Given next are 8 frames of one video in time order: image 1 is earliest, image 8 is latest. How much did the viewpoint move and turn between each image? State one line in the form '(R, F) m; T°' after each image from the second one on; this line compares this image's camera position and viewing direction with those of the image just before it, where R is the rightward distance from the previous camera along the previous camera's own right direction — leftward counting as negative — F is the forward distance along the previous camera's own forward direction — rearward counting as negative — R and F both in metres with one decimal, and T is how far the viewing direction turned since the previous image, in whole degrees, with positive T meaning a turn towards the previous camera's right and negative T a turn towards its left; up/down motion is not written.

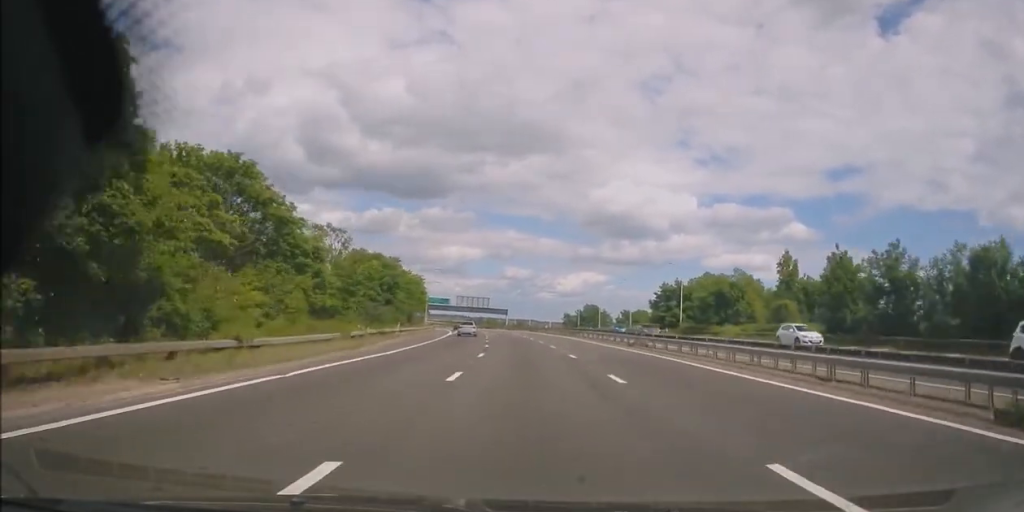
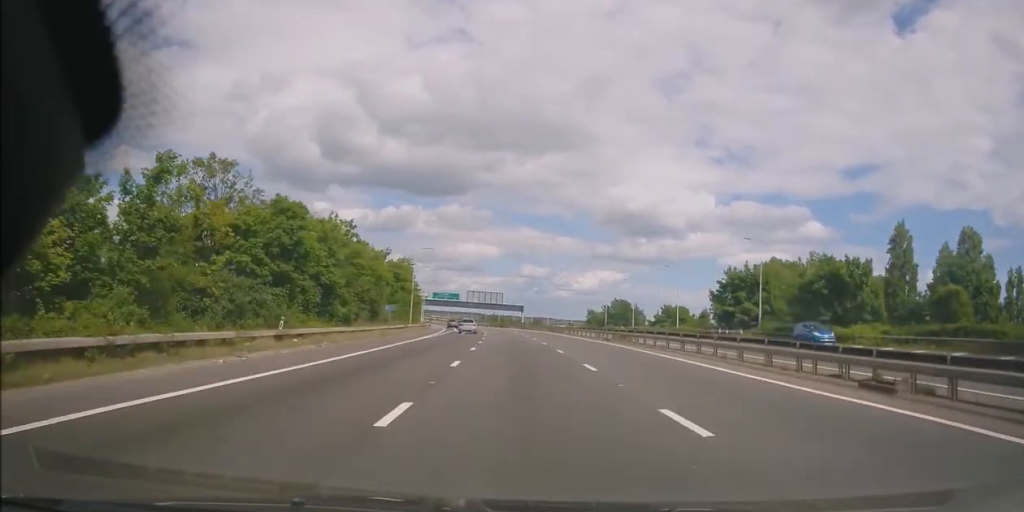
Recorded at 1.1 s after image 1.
(-0.6, +25.2) m; -2°
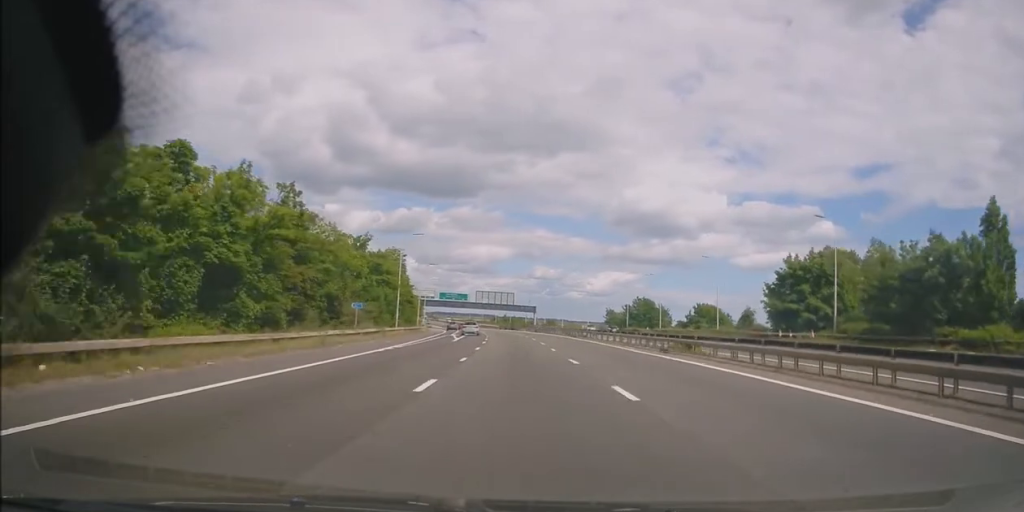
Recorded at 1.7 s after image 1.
(0.0, +14.3) m; -1°
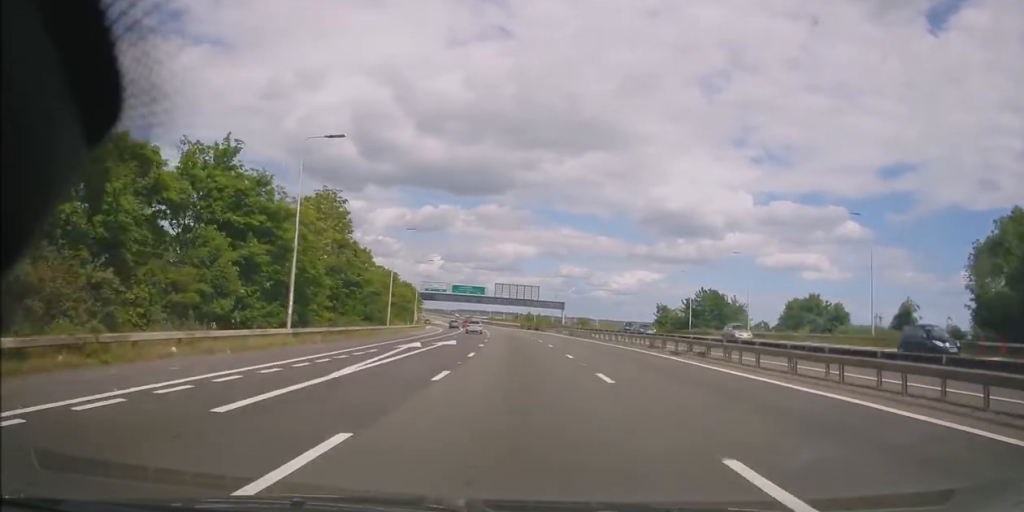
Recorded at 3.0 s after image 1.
(-0.6, +32.6) m; -3°
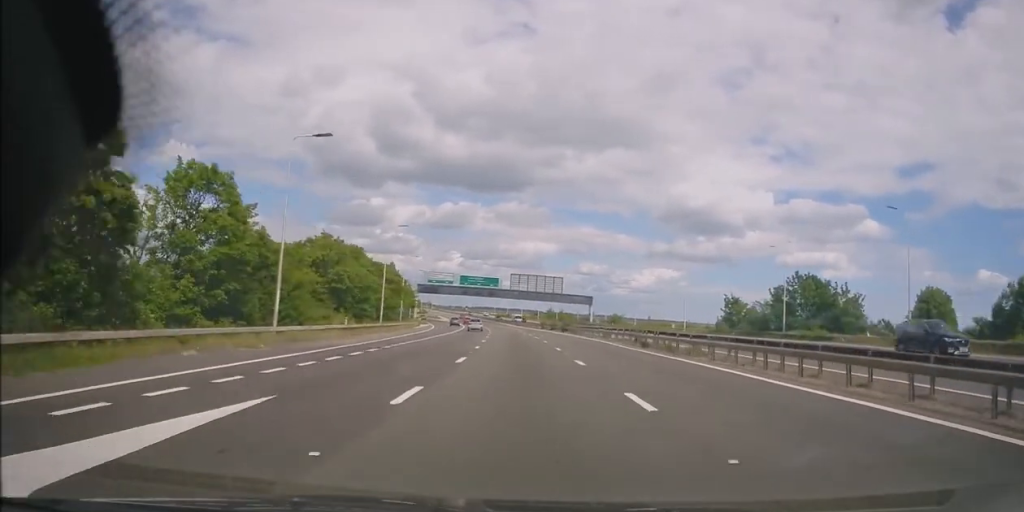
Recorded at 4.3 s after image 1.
(-0.8, +30.2) m; -2°
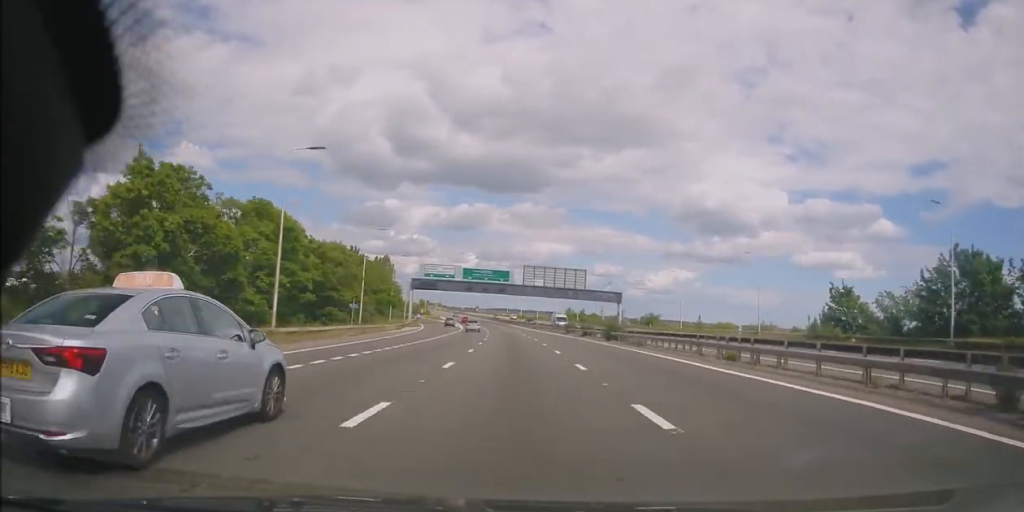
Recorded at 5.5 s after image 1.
(-0.2, +27.9) m; -1°
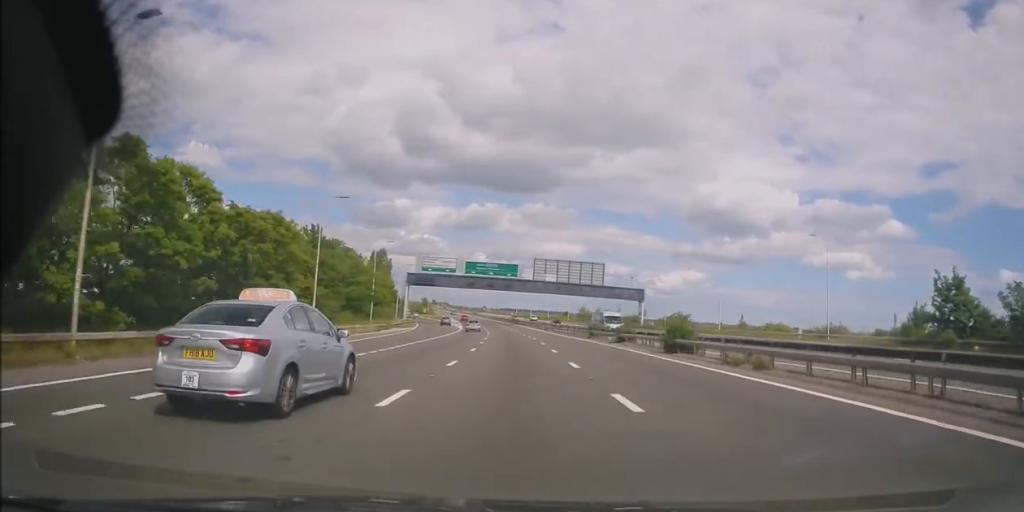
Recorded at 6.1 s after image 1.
(-0.3, +16.0) m; 0°
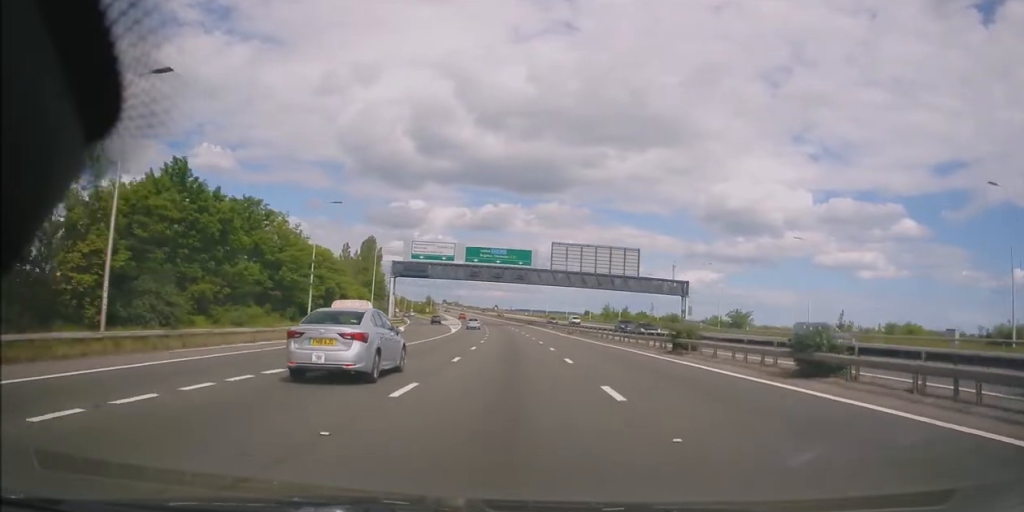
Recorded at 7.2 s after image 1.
(+0.3, +25.3) m; -2°
